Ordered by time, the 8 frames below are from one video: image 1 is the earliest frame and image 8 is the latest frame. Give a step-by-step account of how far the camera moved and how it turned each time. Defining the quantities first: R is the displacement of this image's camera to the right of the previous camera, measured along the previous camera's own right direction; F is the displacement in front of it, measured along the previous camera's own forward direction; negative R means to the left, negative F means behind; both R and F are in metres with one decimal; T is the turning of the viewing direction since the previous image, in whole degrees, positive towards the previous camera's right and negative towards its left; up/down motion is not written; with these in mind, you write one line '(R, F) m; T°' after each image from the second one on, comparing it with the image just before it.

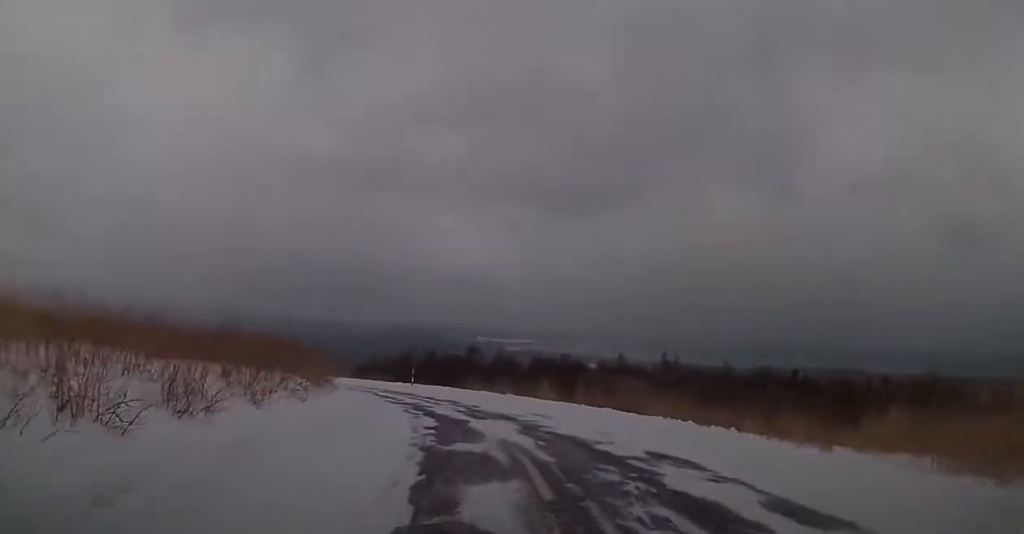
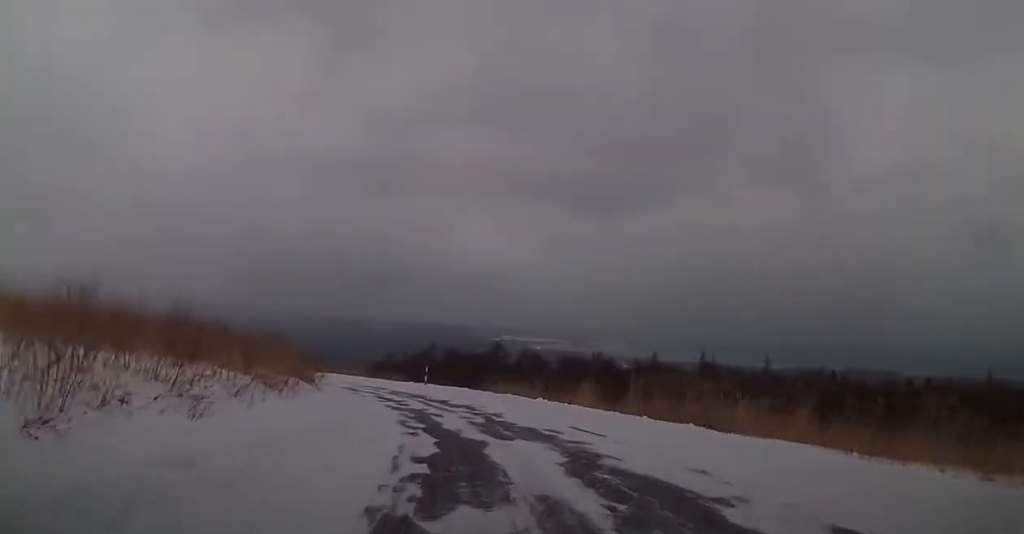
(+0.1, +6.0) m; +1°
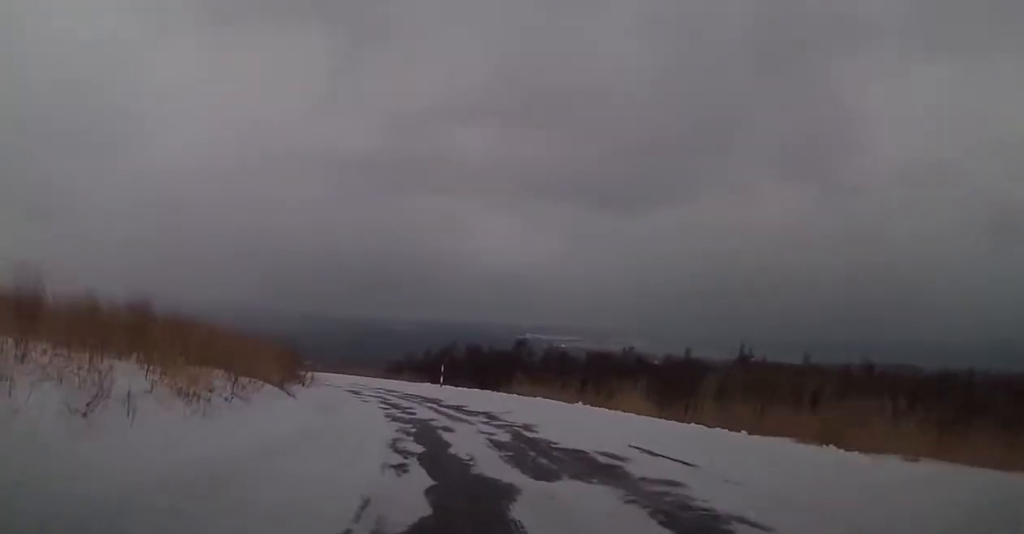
(+0.1, +4.8) m; 0°
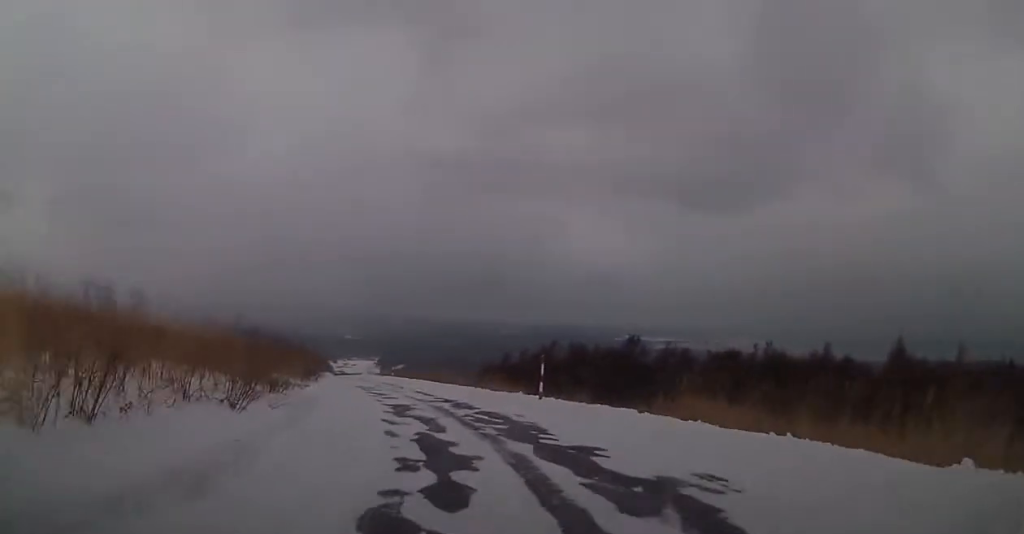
(-0.9, +13.7) m; -10°
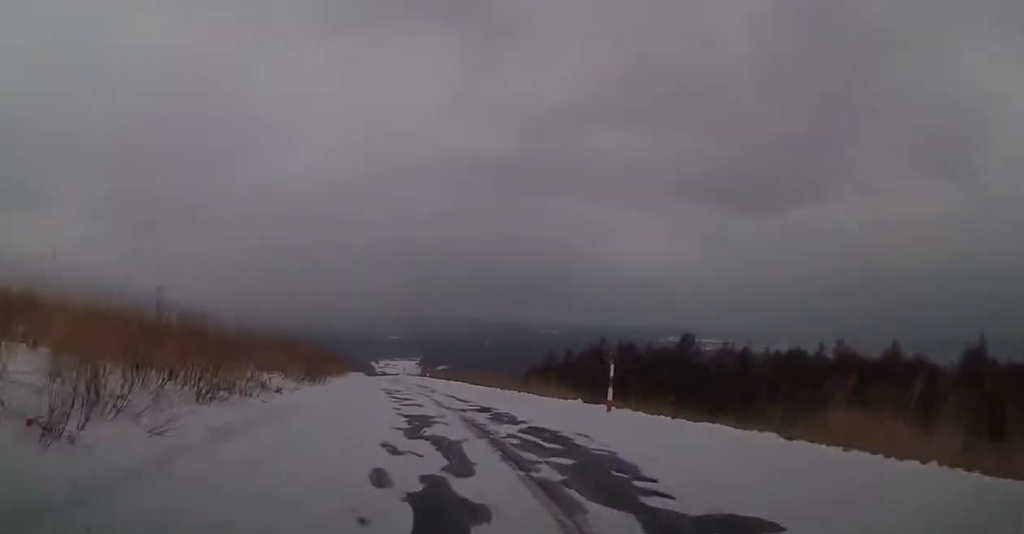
(-0.3, +6.6) m; -3°
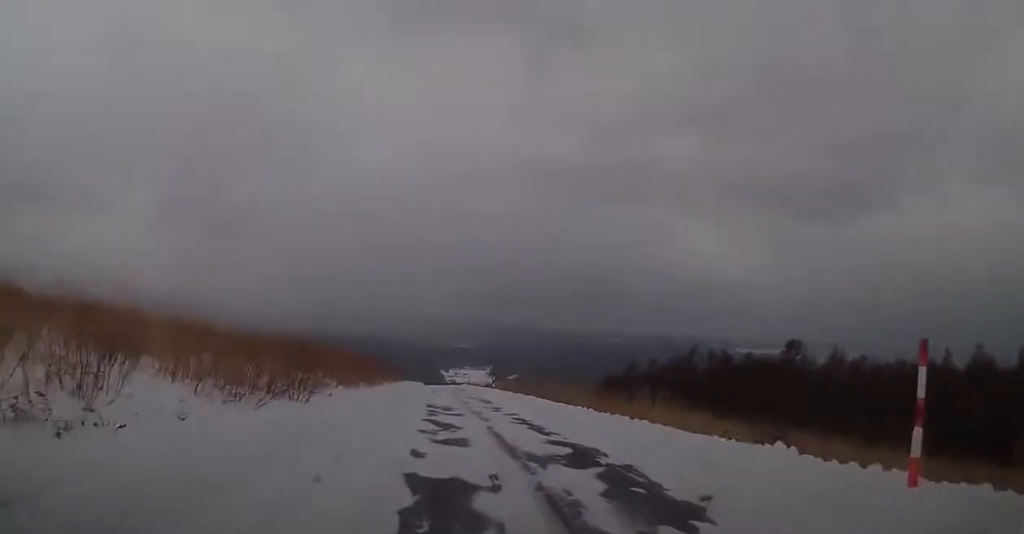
(-0.4, +12.8) m; -4°
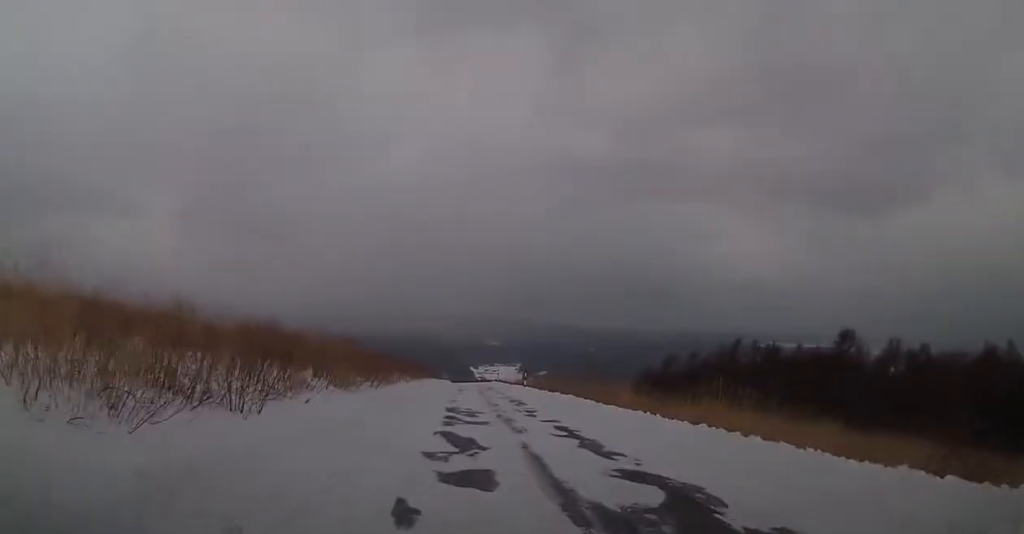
(-0.1, +5.9) m; -3°
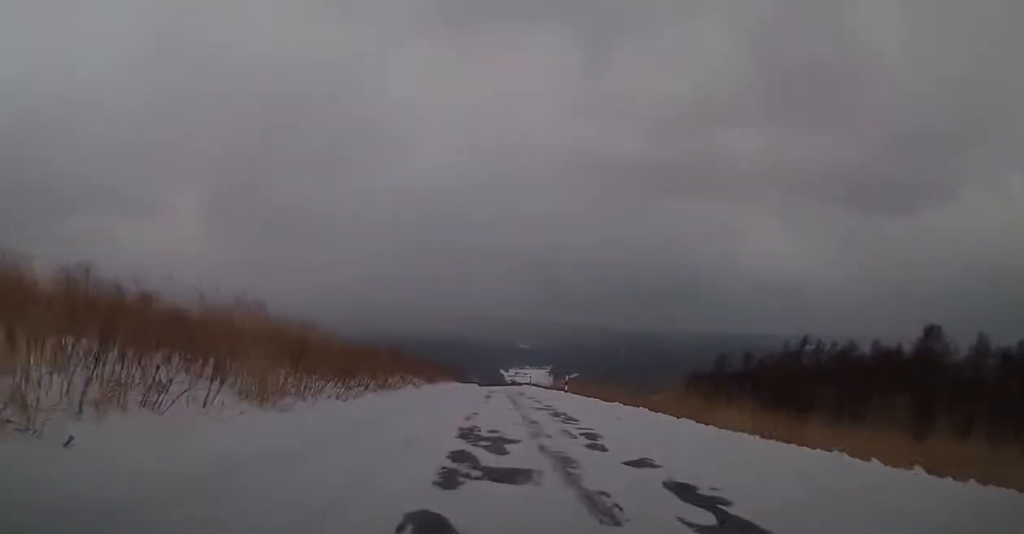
(-0.6, +10.1) m; -5°
